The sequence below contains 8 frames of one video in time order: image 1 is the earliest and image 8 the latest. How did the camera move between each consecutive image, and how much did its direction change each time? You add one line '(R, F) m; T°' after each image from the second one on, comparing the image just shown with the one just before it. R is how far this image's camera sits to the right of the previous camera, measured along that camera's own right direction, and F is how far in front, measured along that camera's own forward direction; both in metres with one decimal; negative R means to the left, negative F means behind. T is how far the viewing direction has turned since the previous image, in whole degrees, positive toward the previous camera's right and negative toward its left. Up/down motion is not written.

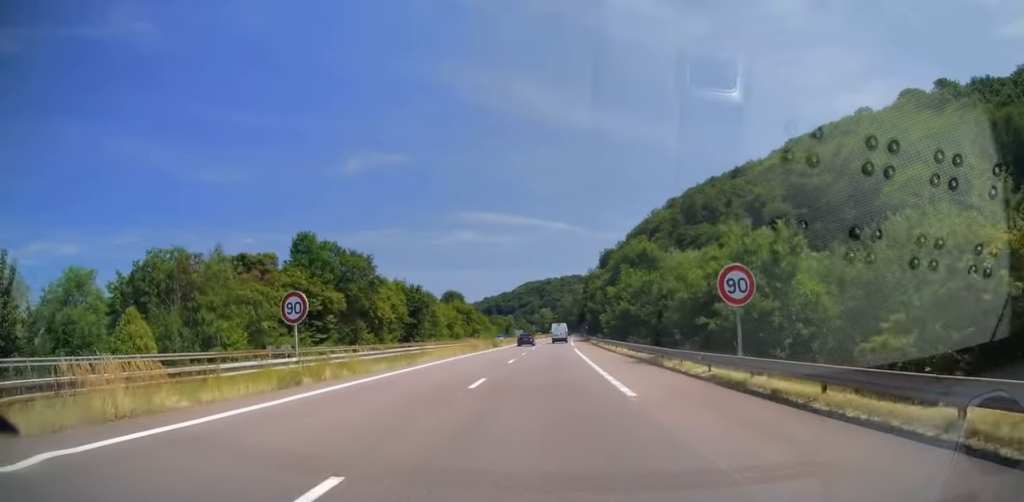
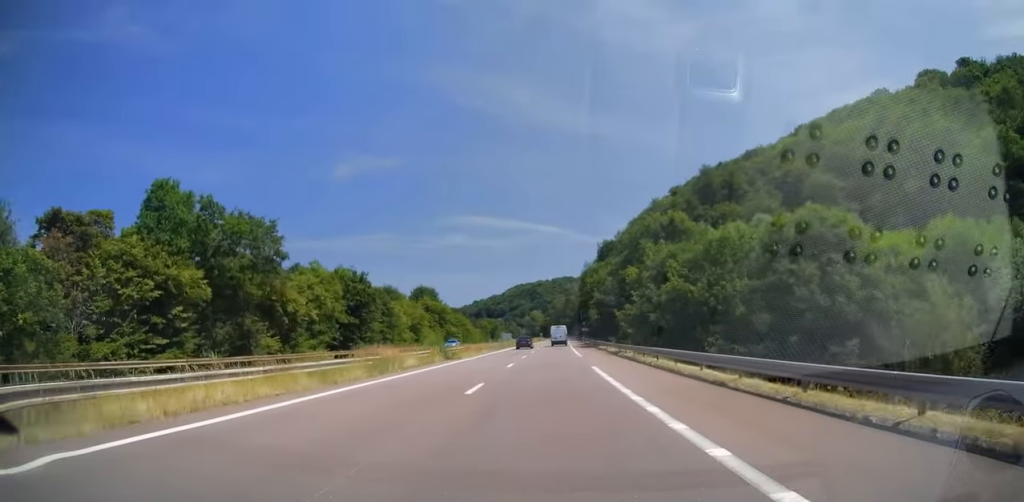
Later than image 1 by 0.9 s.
(+0.1, +27.3) m; +1°
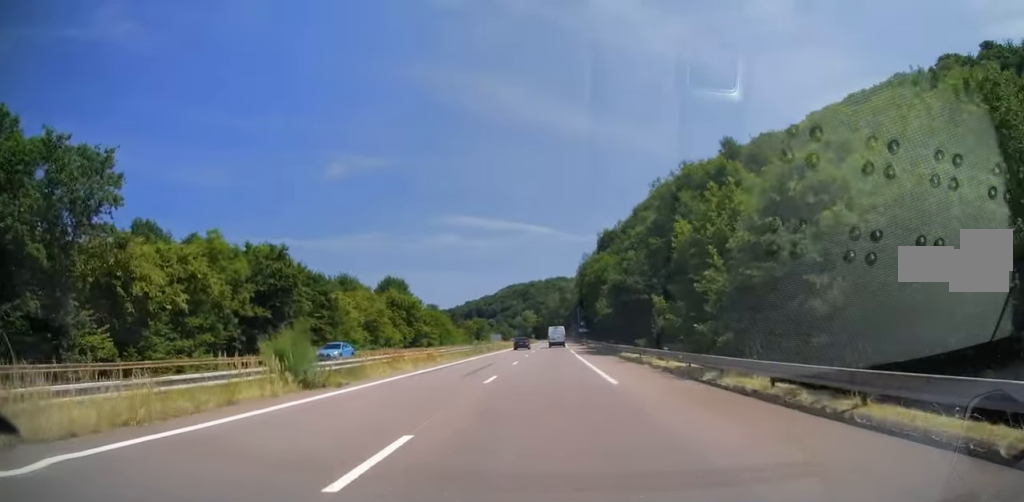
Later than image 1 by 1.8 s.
(+0.2, +22.8) m; +1°
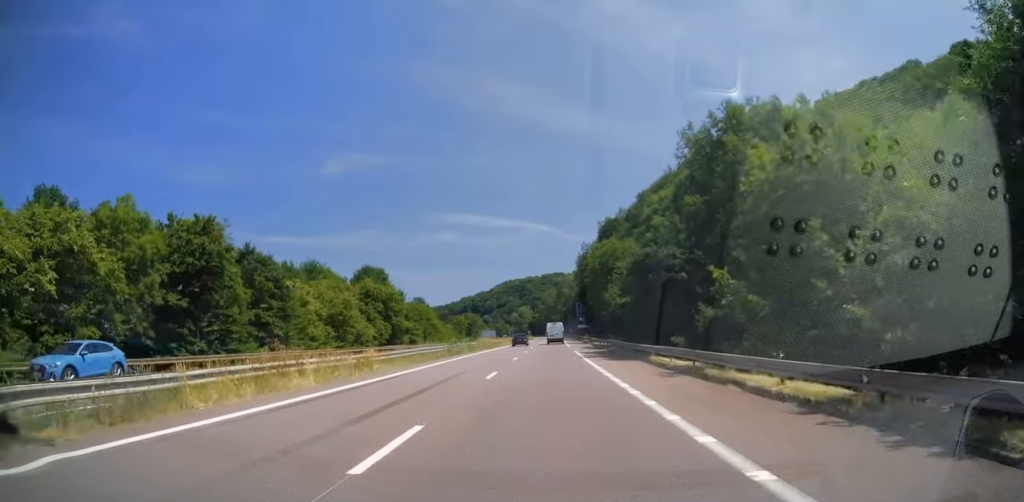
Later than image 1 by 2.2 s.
(+0.1, +12.7) m; +1°
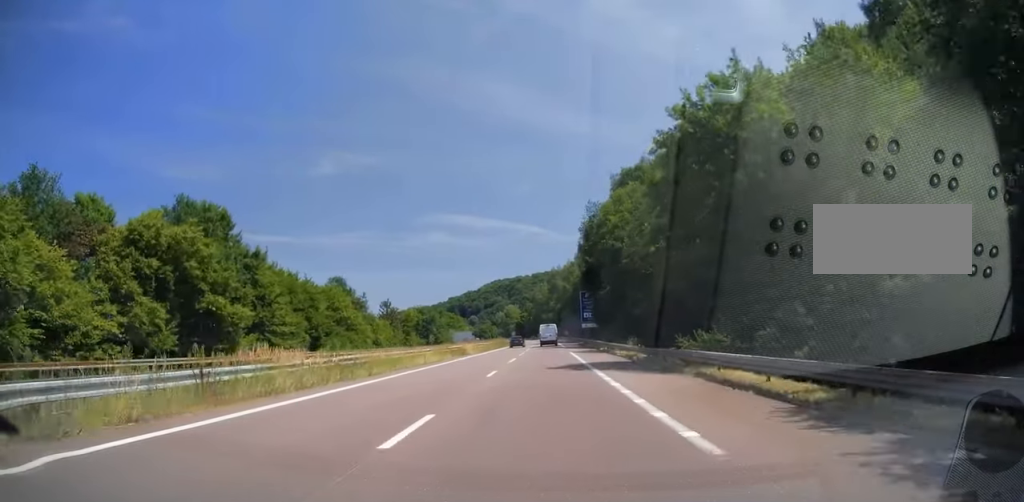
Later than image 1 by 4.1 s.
(+0.6, +51.4) m; 0°
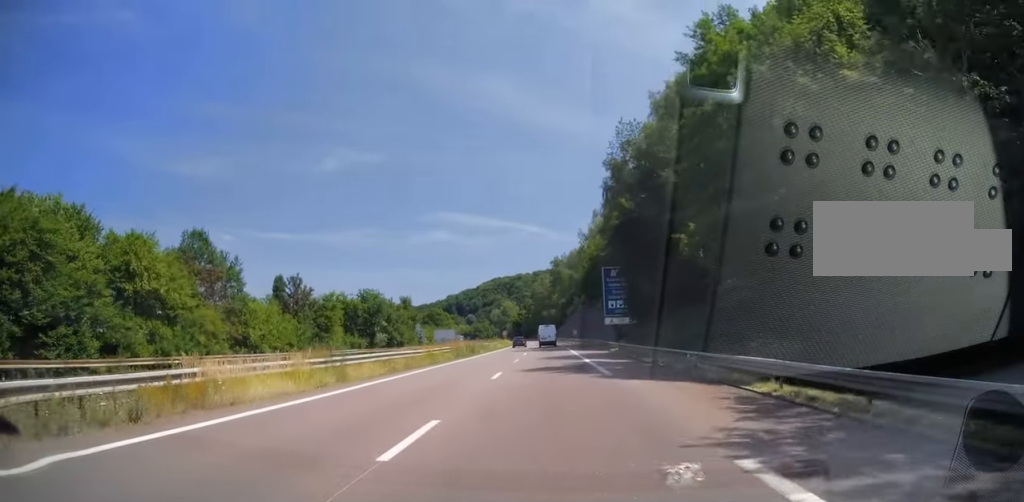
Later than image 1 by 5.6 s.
(+0.2, +40.4) m; +1°
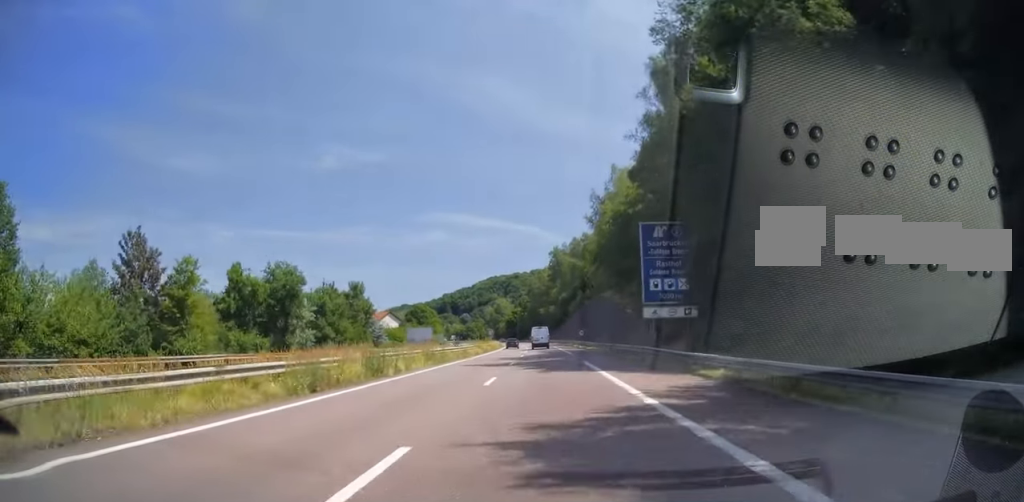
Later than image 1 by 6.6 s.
(-0.1, +28.6) m; 0°
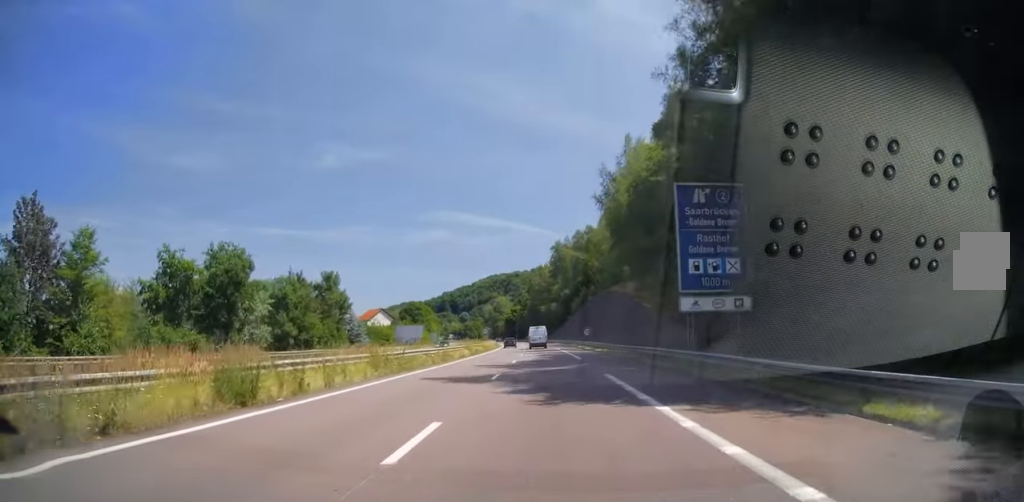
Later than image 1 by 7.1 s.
(0.0, +10.8) m; 0°
